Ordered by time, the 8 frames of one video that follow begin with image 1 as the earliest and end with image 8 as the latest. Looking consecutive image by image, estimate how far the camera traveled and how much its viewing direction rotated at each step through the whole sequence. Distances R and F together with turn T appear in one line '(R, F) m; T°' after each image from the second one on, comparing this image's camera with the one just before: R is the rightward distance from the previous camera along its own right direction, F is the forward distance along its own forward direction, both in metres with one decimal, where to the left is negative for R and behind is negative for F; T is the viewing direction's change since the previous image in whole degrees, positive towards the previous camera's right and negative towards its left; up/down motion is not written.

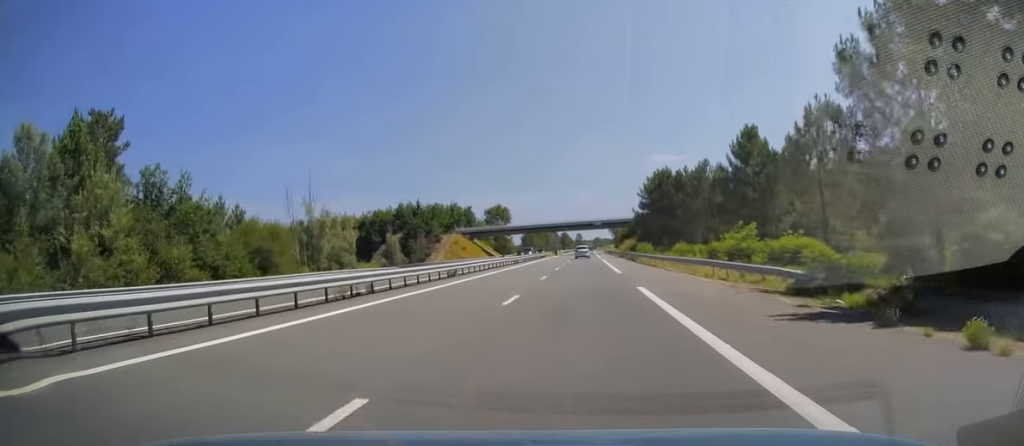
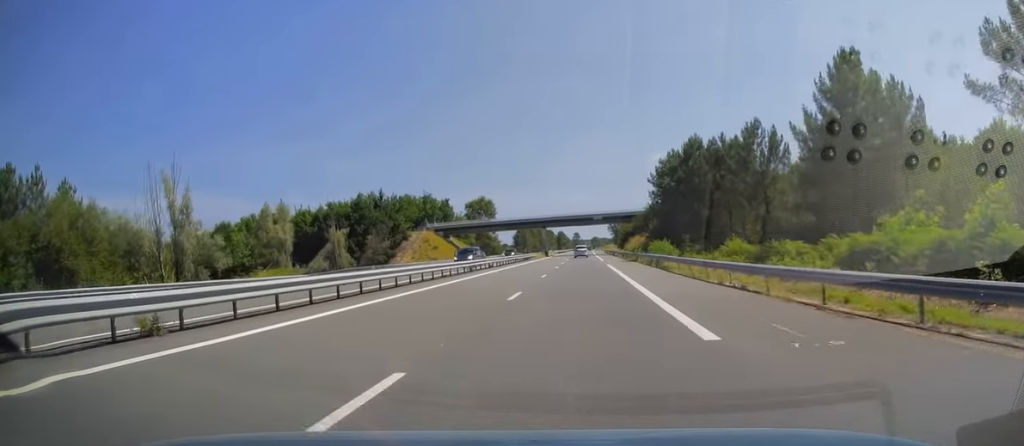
(0.0, +24.9) m; 0°
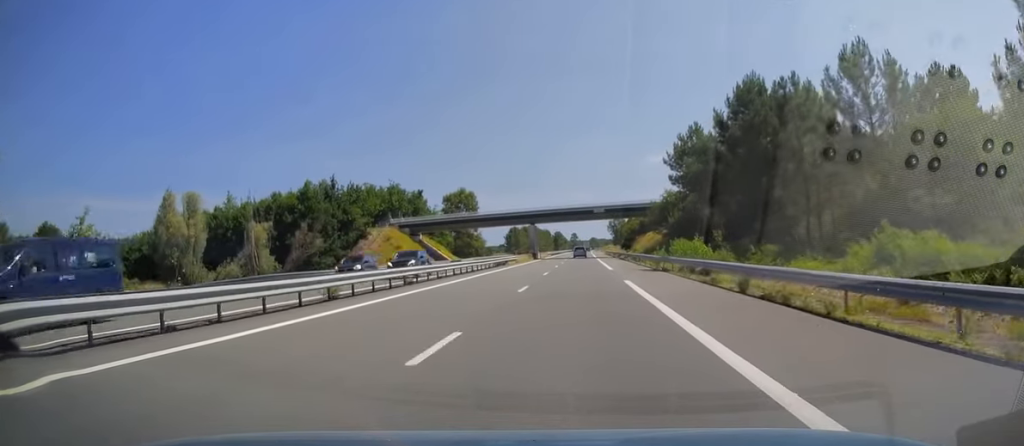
(+0.2, +22.5) m; 0°
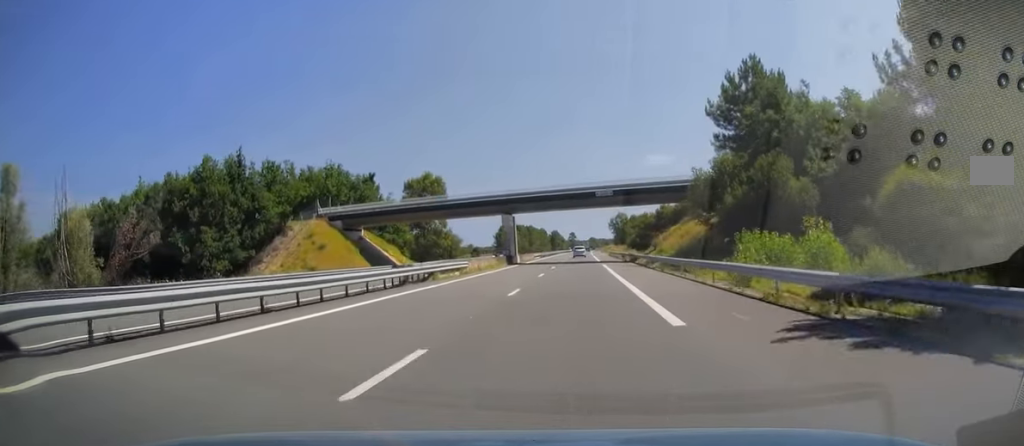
(0.0, +27.9) m; 0°
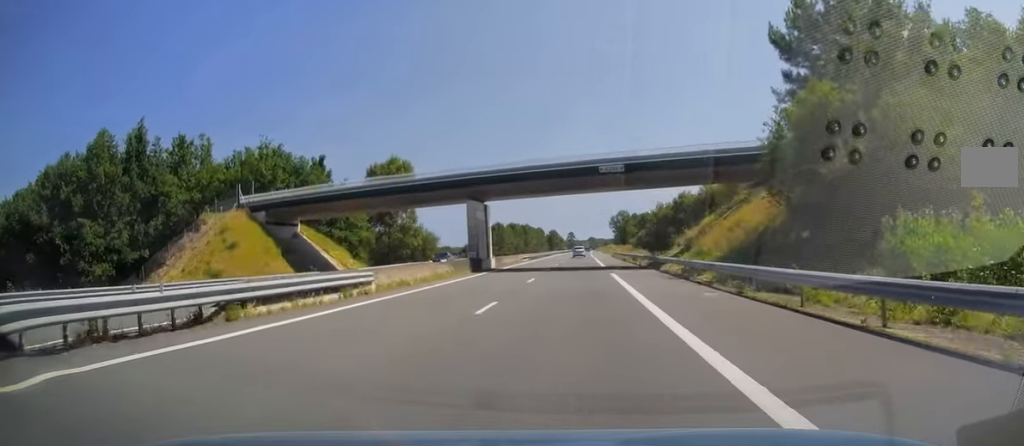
(-0.3, +18.1) m; 0°
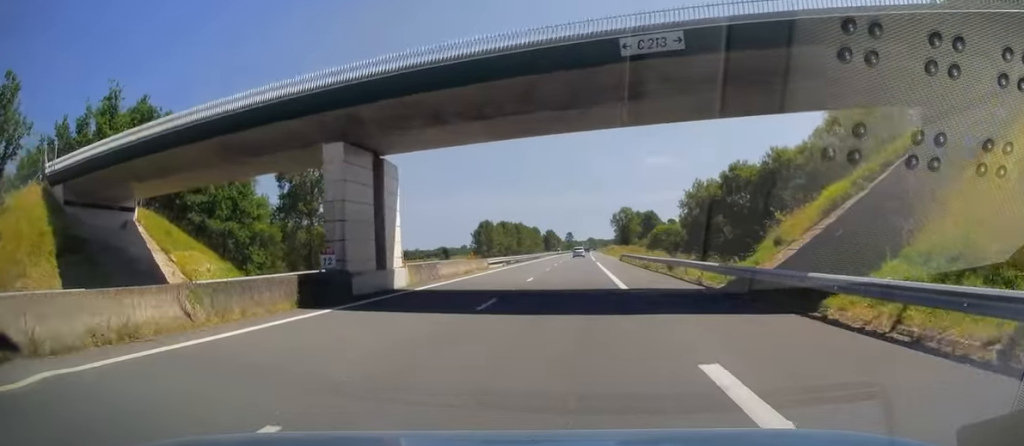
(+0.4, +24.9) m; 0°
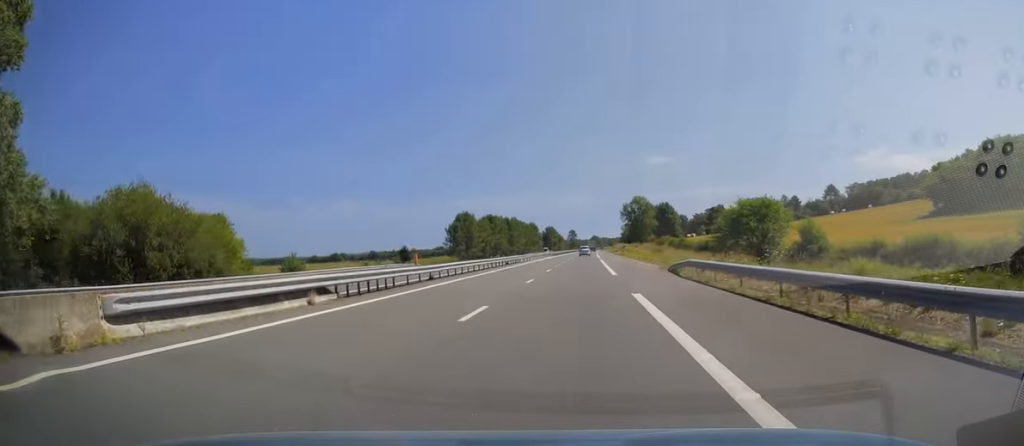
(-0.6, +41.5) m; -1°
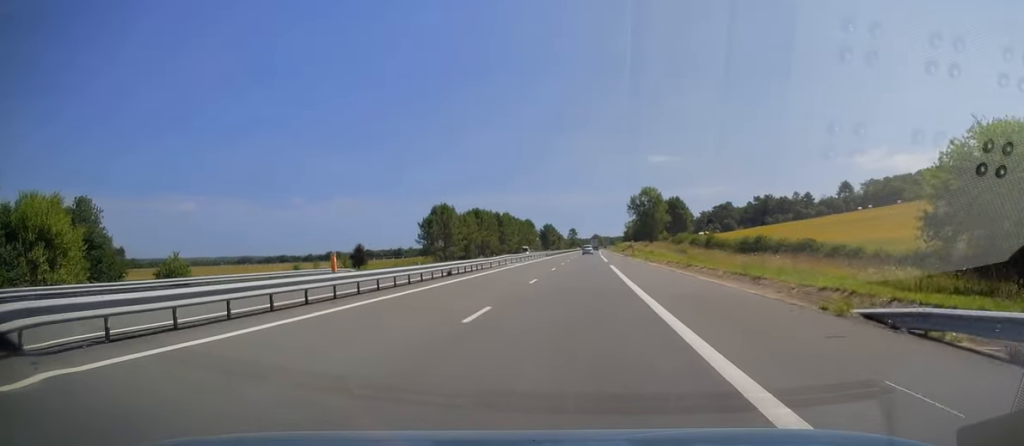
(+0.3, +26.4) m; +1°
